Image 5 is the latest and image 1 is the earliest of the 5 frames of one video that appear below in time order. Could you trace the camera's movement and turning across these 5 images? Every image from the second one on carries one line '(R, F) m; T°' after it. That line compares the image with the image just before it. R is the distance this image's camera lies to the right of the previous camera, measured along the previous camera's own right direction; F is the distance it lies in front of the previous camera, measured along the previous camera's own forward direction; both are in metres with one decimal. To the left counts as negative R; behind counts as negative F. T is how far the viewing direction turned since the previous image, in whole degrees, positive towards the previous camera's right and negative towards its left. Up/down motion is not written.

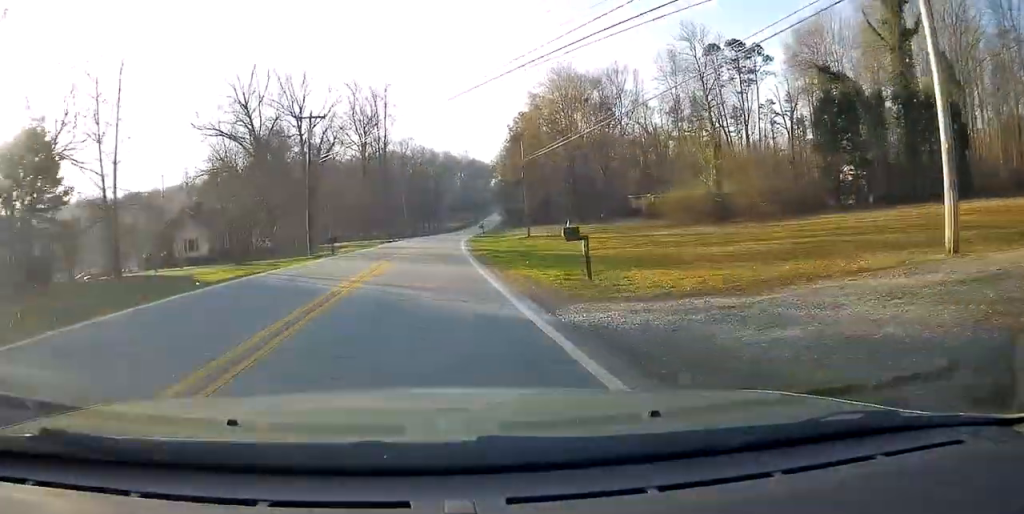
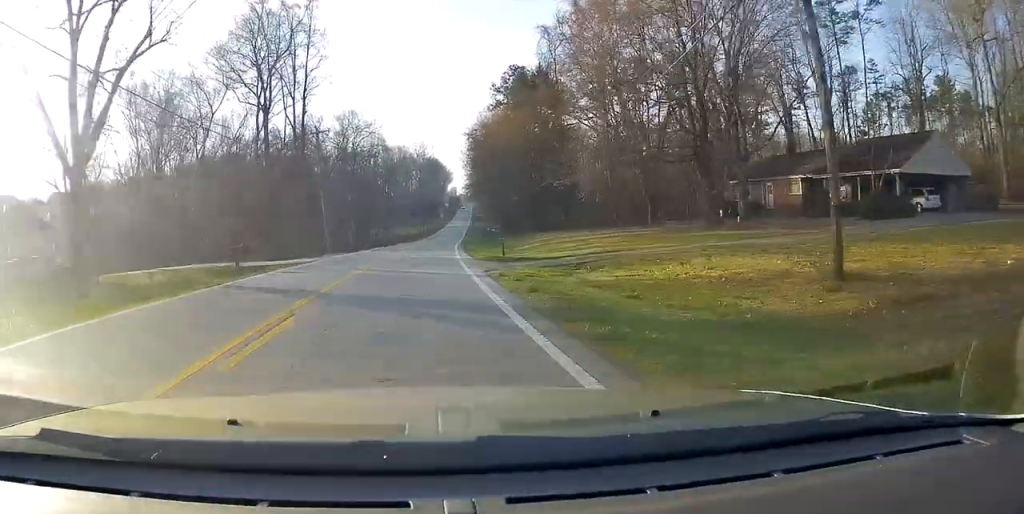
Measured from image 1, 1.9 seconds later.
(+2.5, +46.1) m; +5°
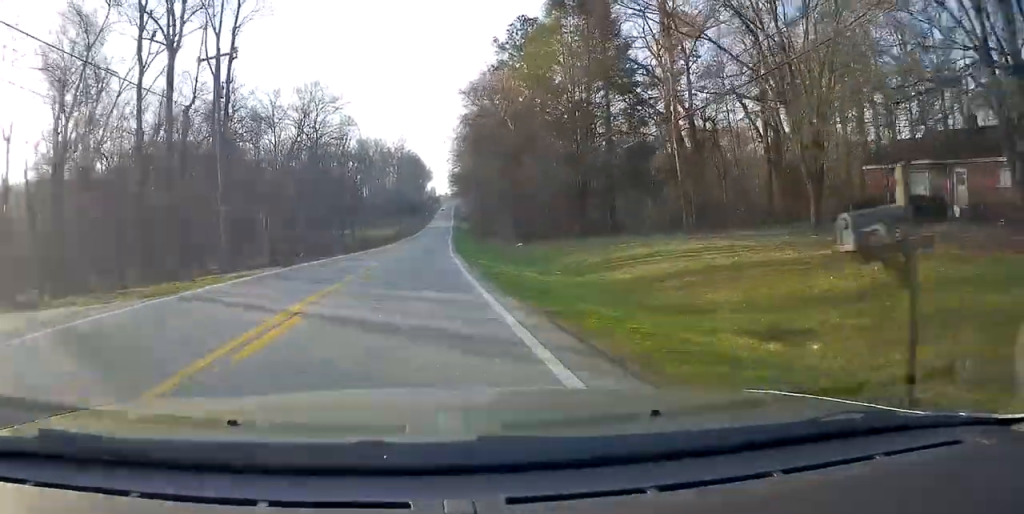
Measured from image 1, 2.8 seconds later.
(+0.4, +23.7) m; +2°
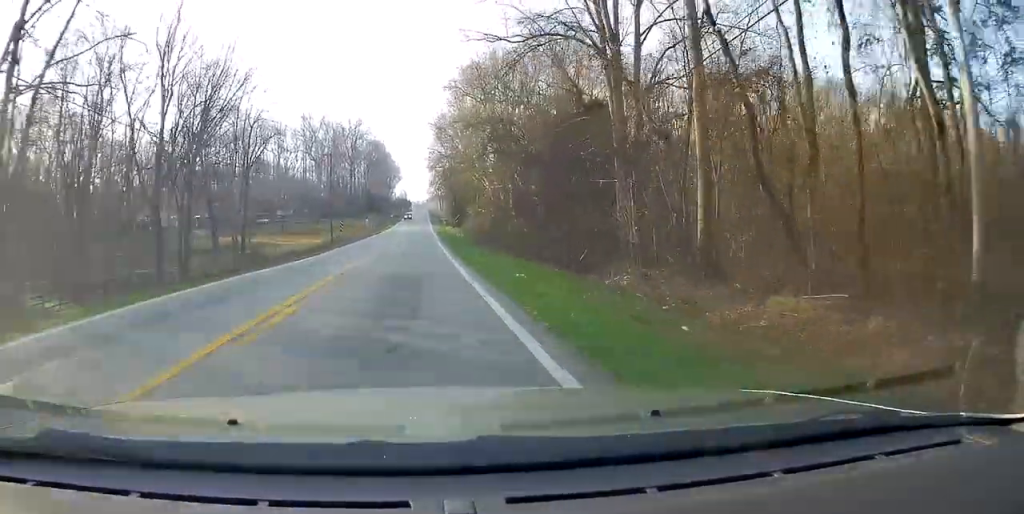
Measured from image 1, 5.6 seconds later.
(+3.9, +71.5) m; +4°
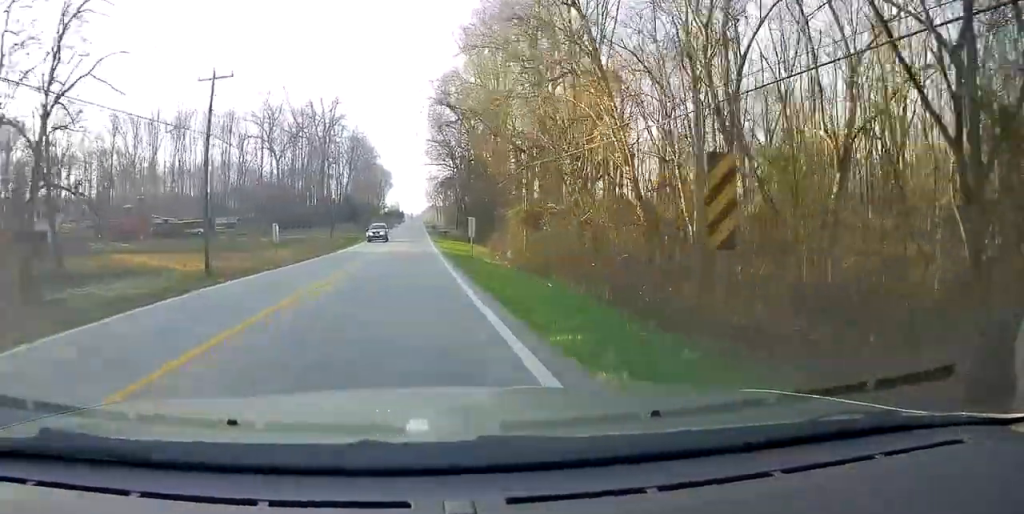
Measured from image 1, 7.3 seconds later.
(+0.1, +43.5) m; 0°
